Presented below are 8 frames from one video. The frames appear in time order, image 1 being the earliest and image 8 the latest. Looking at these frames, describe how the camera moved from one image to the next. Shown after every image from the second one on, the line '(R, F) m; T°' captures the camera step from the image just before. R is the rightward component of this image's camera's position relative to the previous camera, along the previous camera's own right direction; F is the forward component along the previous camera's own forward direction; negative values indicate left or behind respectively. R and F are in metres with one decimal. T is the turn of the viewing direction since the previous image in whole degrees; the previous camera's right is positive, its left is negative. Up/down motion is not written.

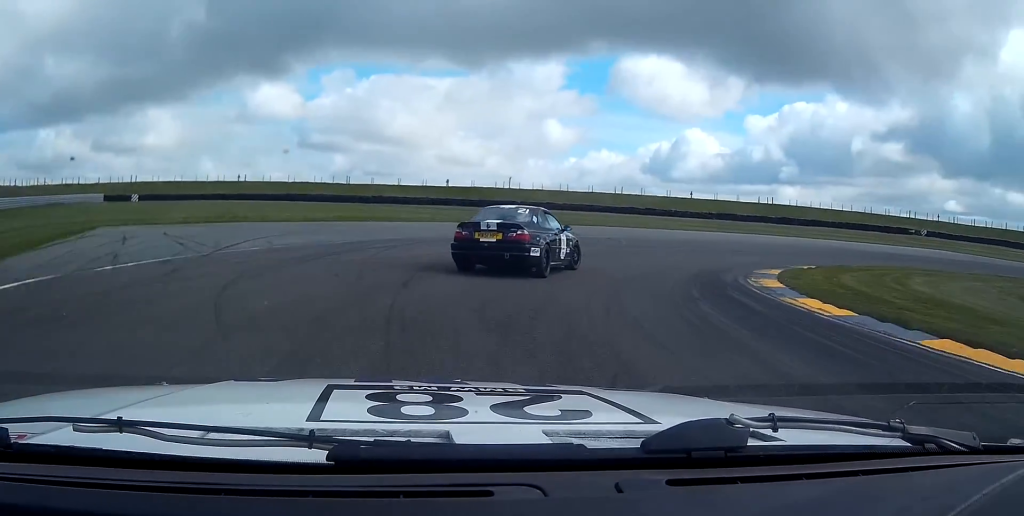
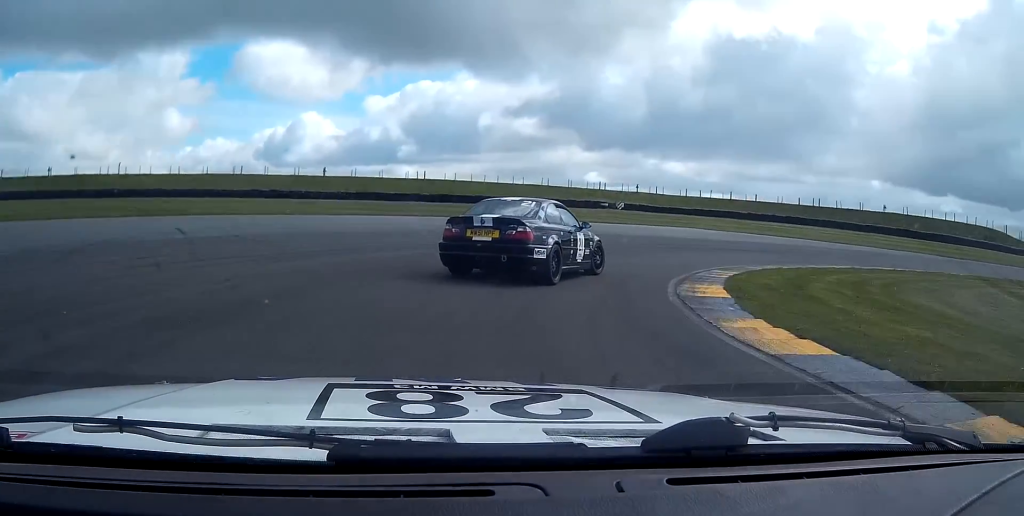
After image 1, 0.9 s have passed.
(+3.3, +16.0) m; +27°
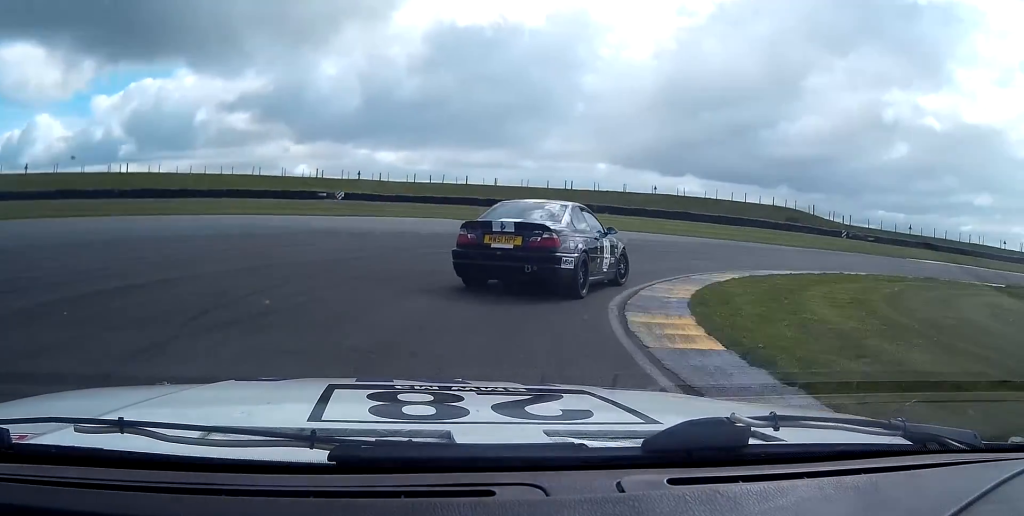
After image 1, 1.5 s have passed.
(+1.4, +9.9) m; +21°
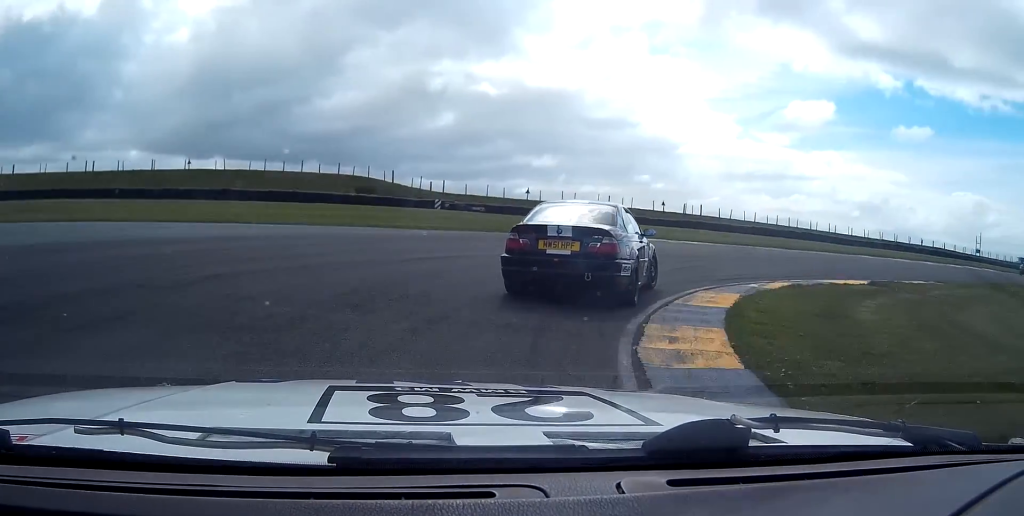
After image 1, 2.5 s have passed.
(+4.7, +15.2) m; +38°
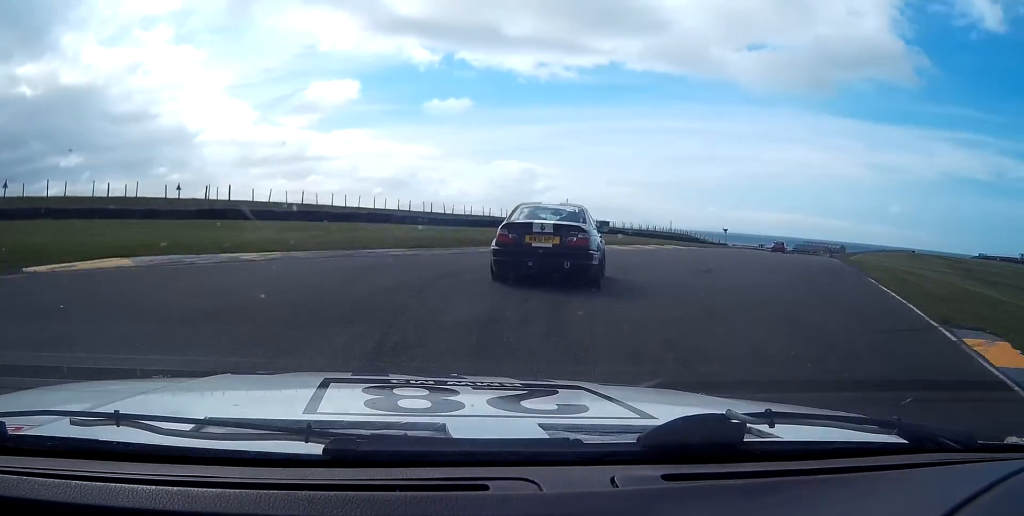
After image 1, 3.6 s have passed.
(+7.9, +18.5) m; +39°
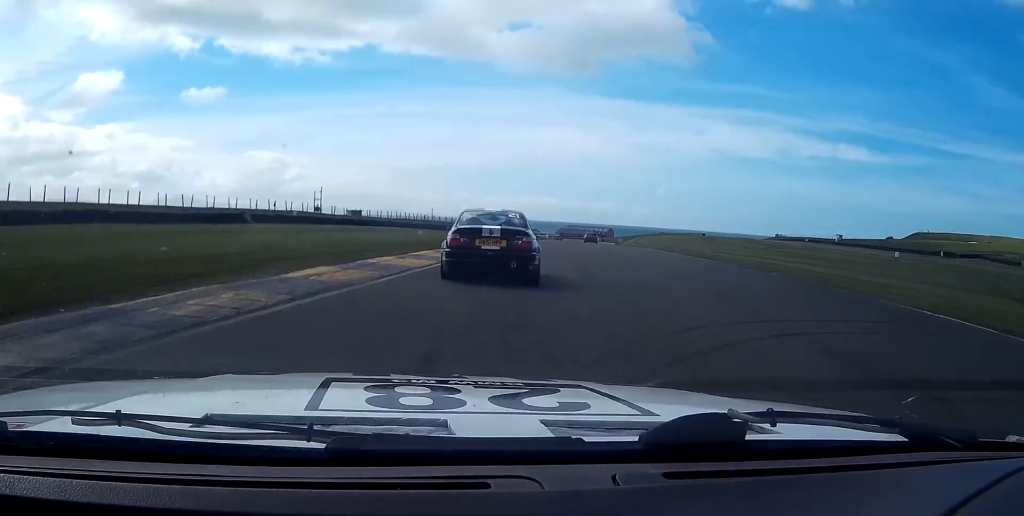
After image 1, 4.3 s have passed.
(+1.7, +14.1) m; +18°
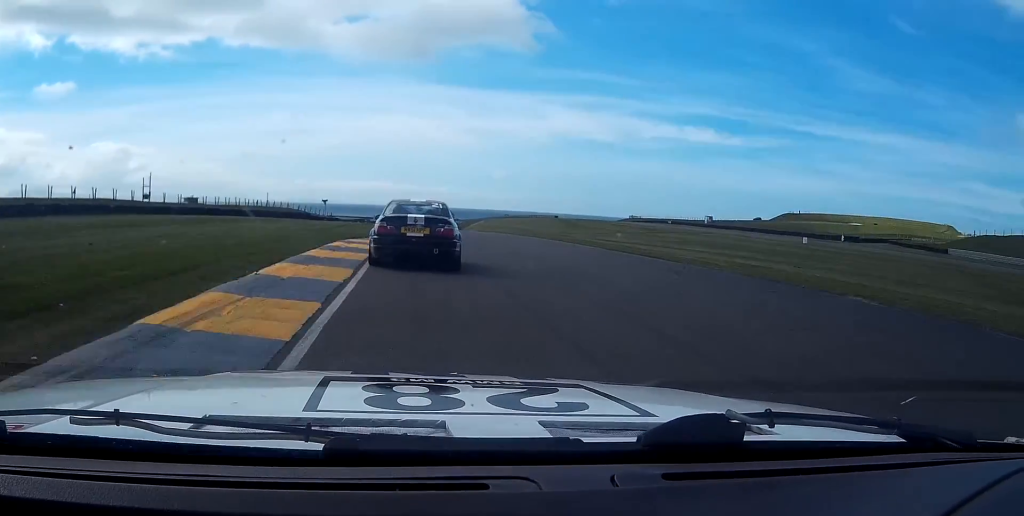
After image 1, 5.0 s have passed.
(+2.6, +15.1) m; +9°
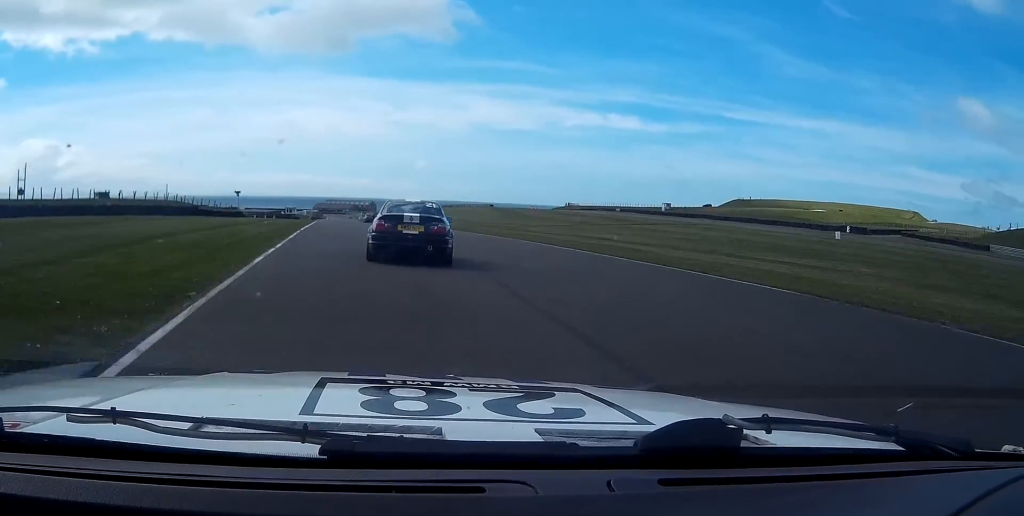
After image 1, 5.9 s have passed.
(+2.9, +25.6) m; +8°
